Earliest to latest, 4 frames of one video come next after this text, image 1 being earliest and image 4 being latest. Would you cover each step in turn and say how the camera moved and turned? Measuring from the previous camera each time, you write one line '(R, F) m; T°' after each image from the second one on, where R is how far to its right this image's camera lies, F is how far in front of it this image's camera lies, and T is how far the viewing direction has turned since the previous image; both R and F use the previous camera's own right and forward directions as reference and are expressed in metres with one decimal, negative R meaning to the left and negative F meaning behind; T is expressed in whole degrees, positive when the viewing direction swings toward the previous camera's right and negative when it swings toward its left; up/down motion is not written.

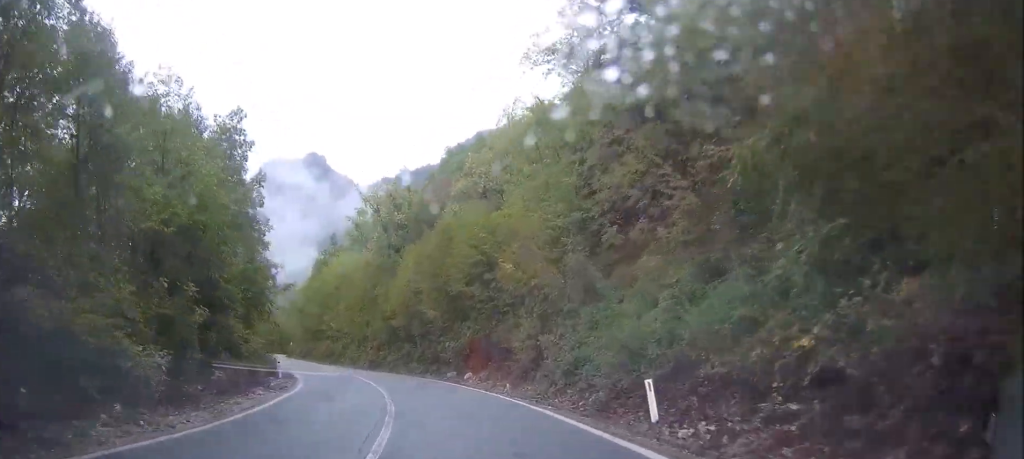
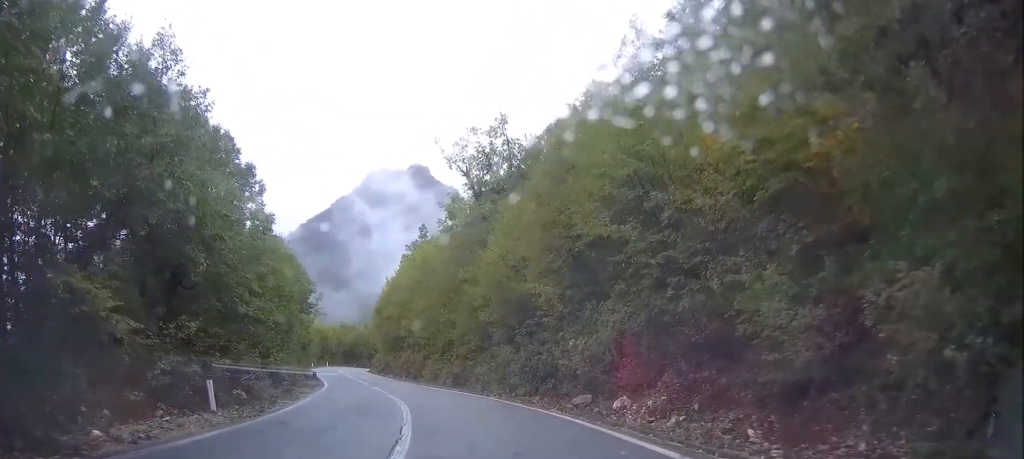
(-1.7, +16.9) m; -11°
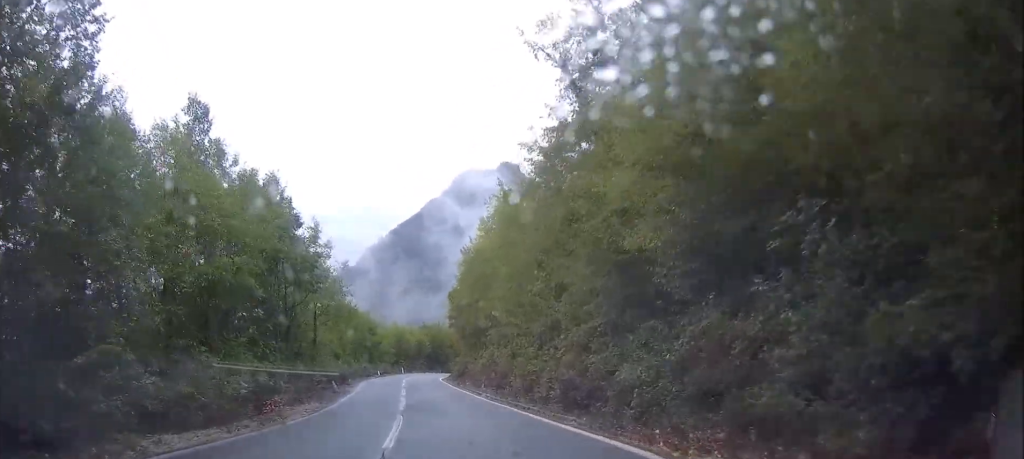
(-1.2, +19.7) m; -6°
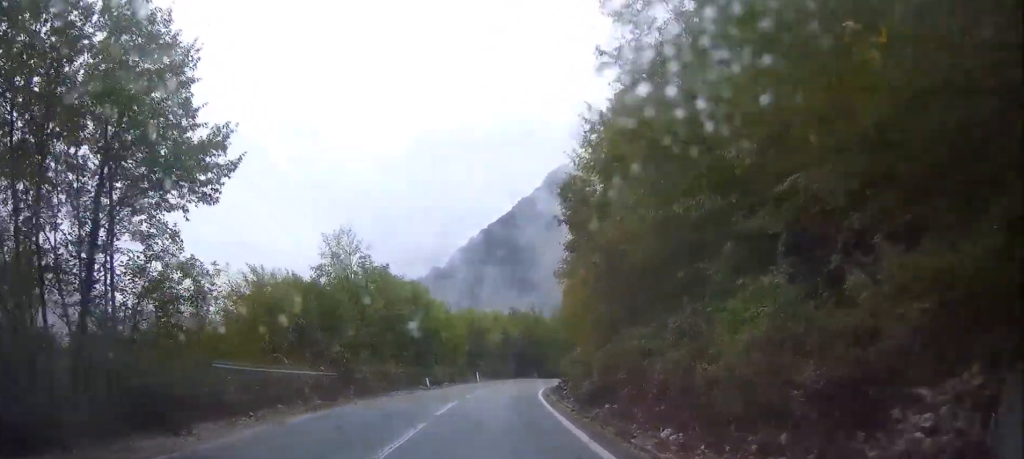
(-2.5, +34.6) m; -6°
